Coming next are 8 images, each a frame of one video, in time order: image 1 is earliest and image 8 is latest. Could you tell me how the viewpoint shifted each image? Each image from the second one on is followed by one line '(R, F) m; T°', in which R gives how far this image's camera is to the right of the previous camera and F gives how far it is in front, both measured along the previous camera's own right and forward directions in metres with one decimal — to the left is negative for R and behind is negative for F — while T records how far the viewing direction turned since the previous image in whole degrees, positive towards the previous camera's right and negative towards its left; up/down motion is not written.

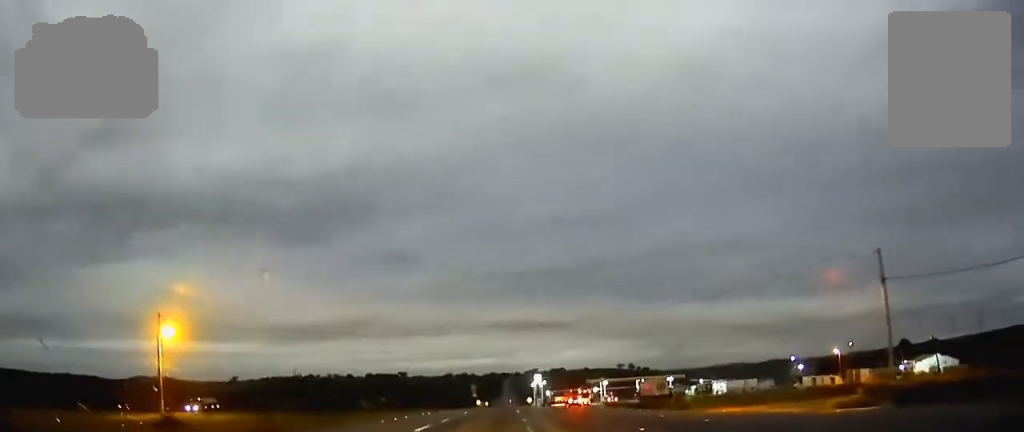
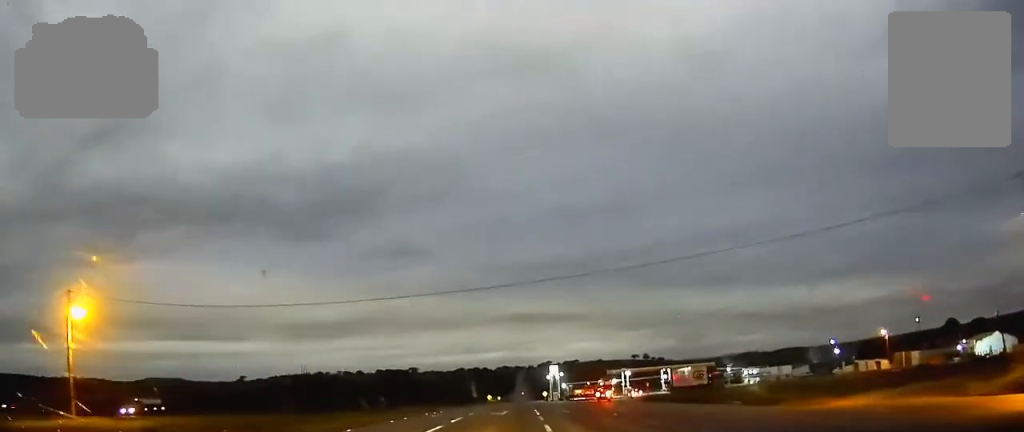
(0.0, +17.9) m; 0°
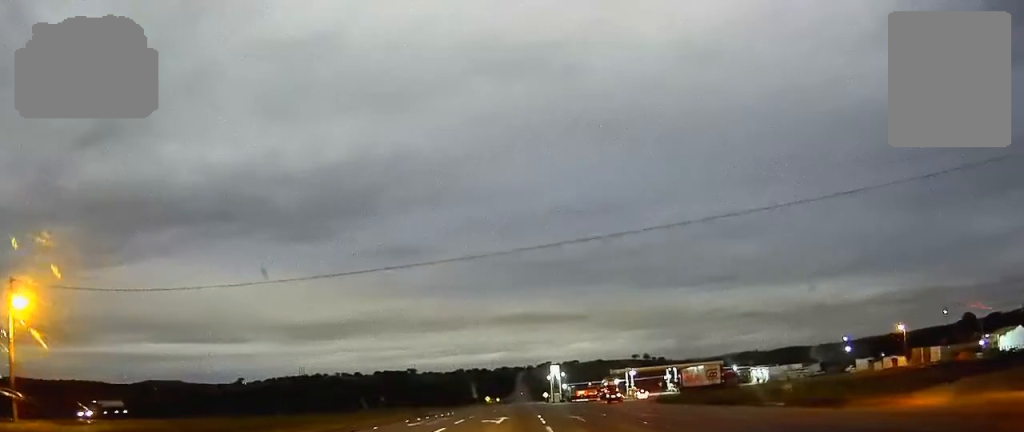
(0.0, +7.9) m; 0°
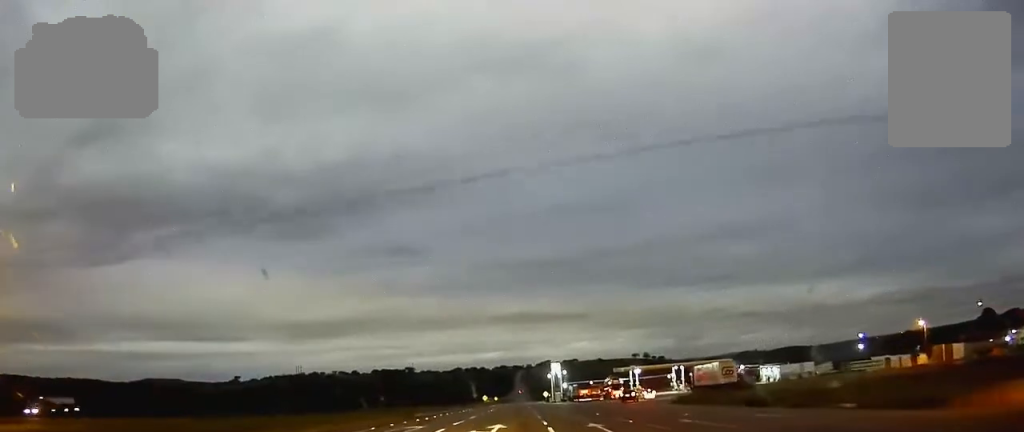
(-0.1, +8.8) m; 0°
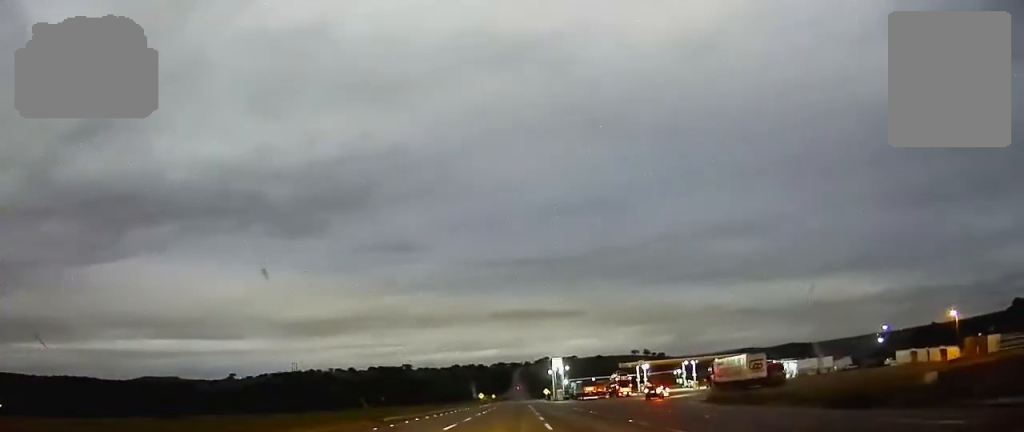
(0.0, +12.0) m; 0°
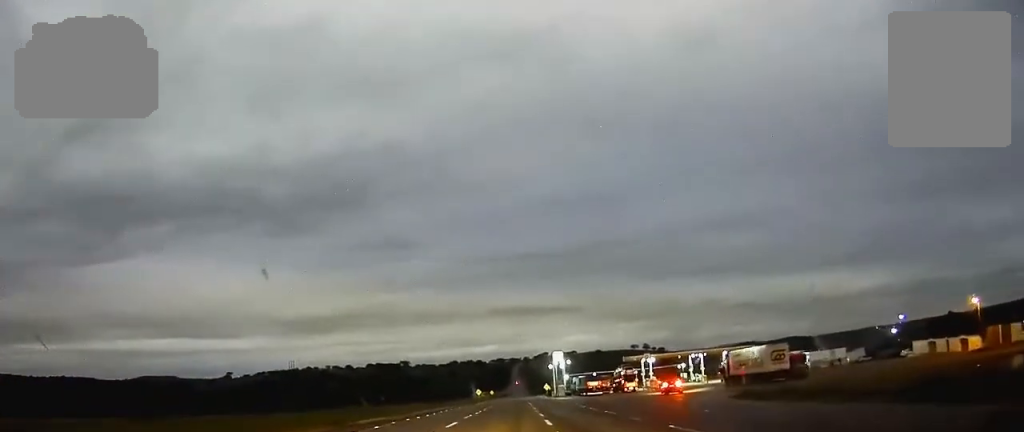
(0.0, +7.7) m; 0°
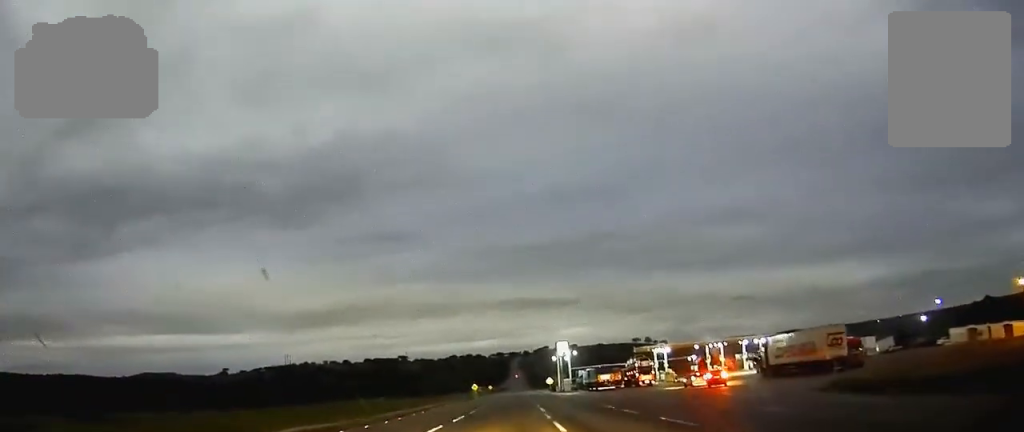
(0.0, +14.5) m; 0°
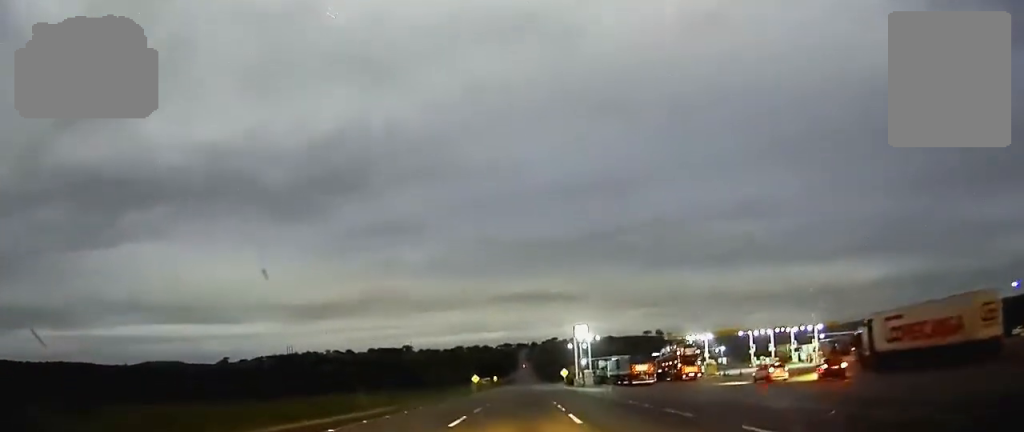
(0.0, +22.8) m; 0°
